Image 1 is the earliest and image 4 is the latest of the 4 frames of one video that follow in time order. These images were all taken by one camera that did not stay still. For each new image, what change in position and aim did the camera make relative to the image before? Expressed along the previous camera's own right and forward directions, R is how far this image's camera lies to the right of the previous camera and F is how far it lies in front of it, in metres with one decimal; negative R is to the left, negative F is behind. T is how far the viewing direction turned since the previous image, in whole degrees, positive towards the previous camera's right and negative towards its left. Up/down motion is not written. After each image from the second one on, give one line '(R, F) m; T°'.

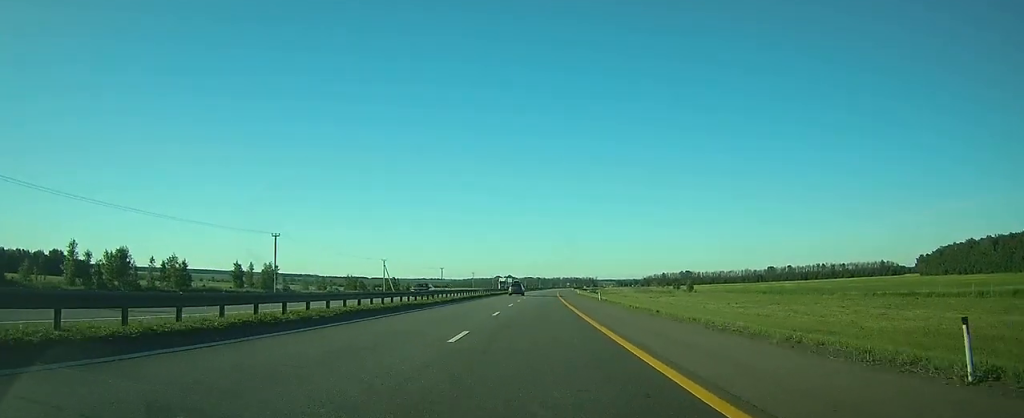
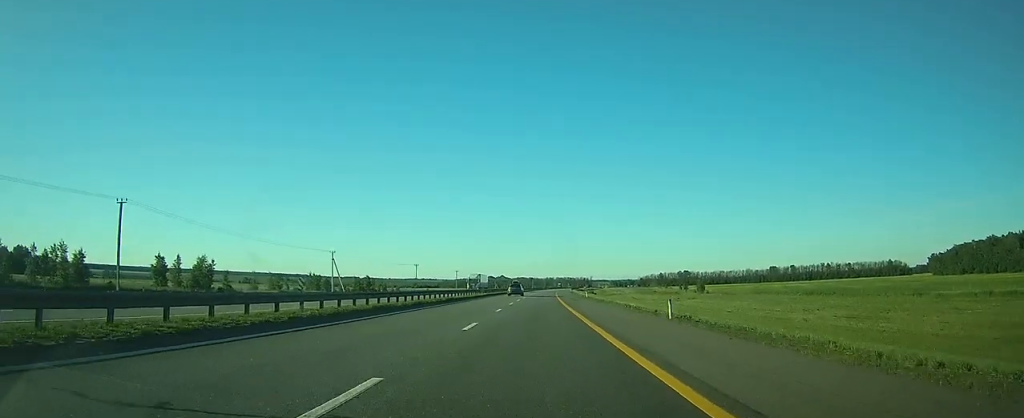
(+0.2, +32.3) m; +1°
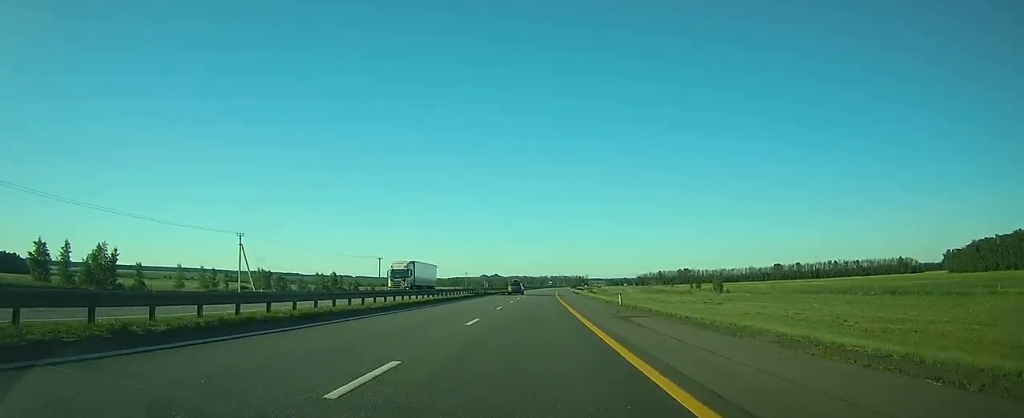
(+0.1, +34.3) m; +1°
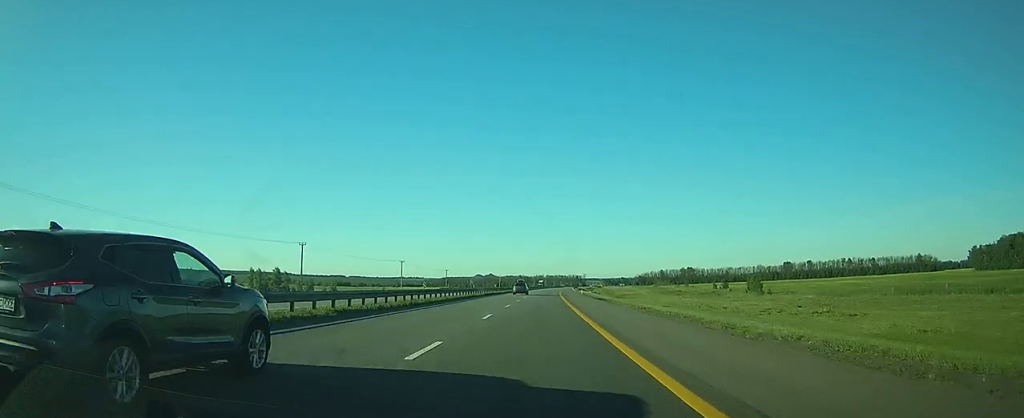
(+0.3, +44.7) m; +1°
